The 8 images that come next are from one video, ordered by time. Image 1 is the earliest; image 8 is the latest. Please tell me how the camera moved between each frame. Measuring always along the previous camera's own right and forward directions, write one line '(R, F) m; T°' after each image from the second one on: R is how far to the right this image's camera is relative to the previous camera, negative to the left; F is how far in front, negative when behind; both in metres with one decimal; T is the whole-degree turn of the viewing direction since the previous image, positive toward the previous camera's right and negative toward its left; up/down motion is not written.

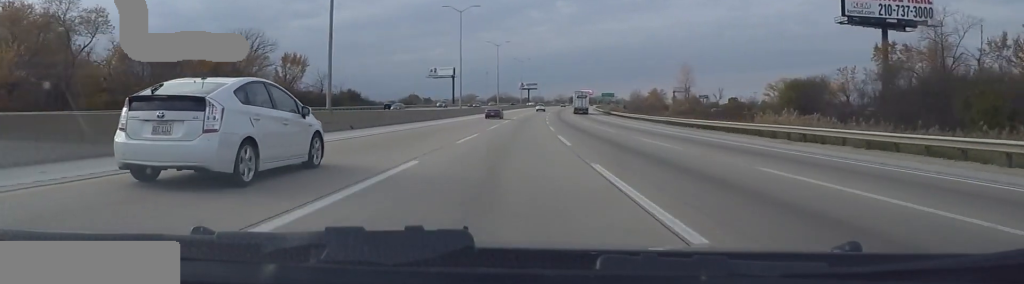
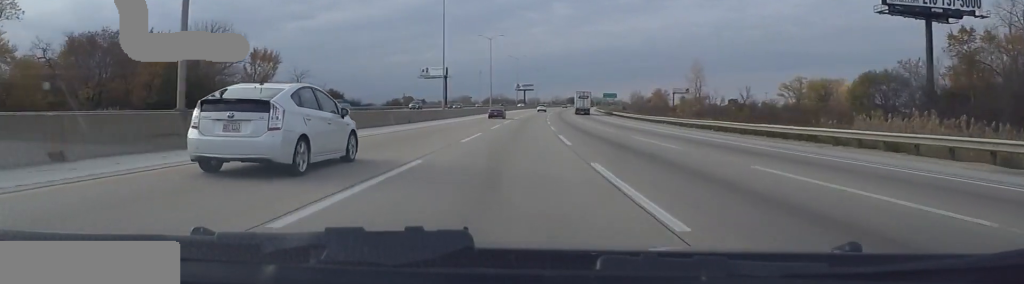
(-0.3, +14.3) m; 0°
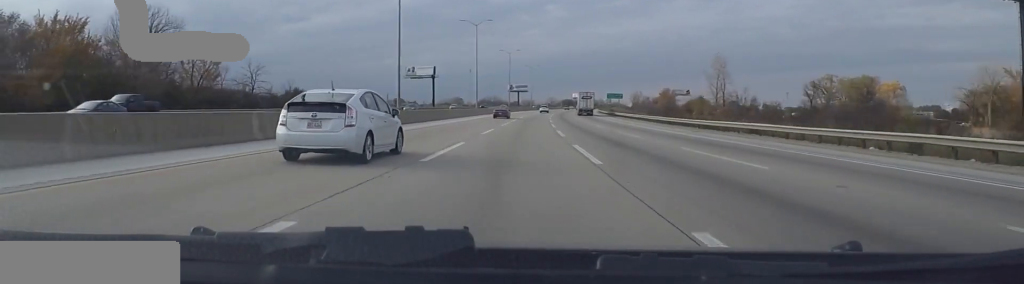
(+0.4, +22.6) m; +1°
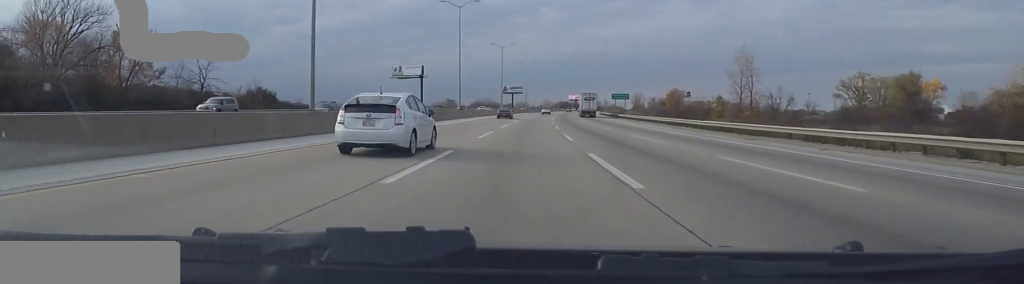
(+0.3, +19.1) m; +1°
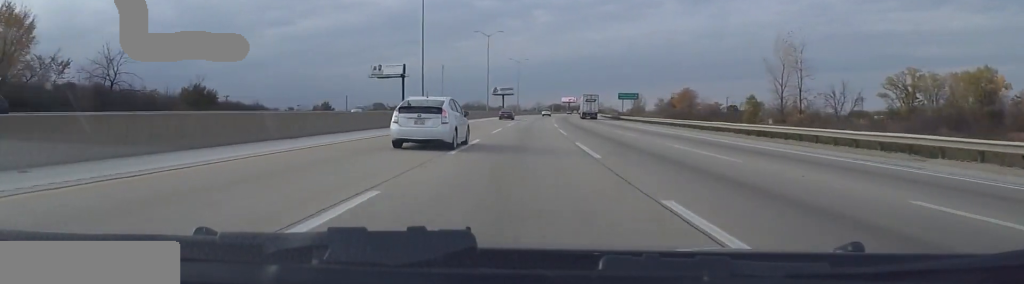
(-0.1, +23.8) m; +1°
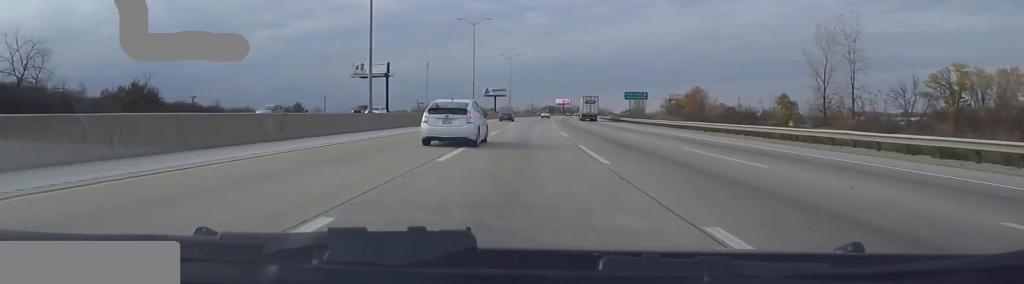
(+0.3, +16.9) m; 0°
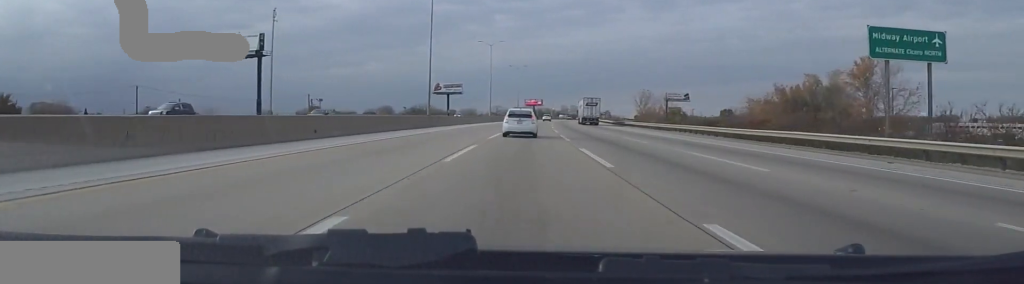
(+0.9, +90.3) m; +2°
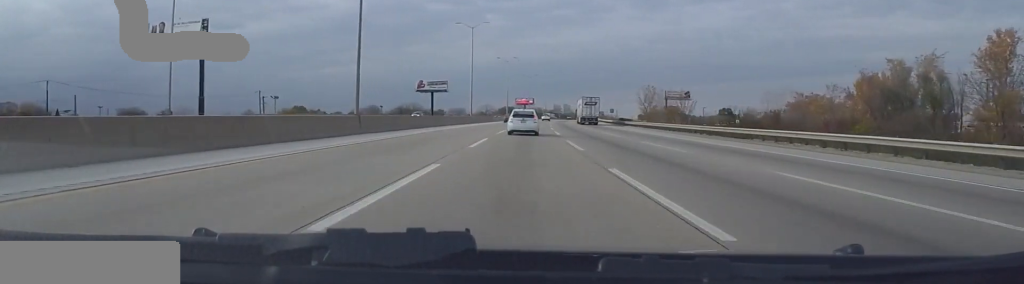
(0.0, +23.3) m; +1°
